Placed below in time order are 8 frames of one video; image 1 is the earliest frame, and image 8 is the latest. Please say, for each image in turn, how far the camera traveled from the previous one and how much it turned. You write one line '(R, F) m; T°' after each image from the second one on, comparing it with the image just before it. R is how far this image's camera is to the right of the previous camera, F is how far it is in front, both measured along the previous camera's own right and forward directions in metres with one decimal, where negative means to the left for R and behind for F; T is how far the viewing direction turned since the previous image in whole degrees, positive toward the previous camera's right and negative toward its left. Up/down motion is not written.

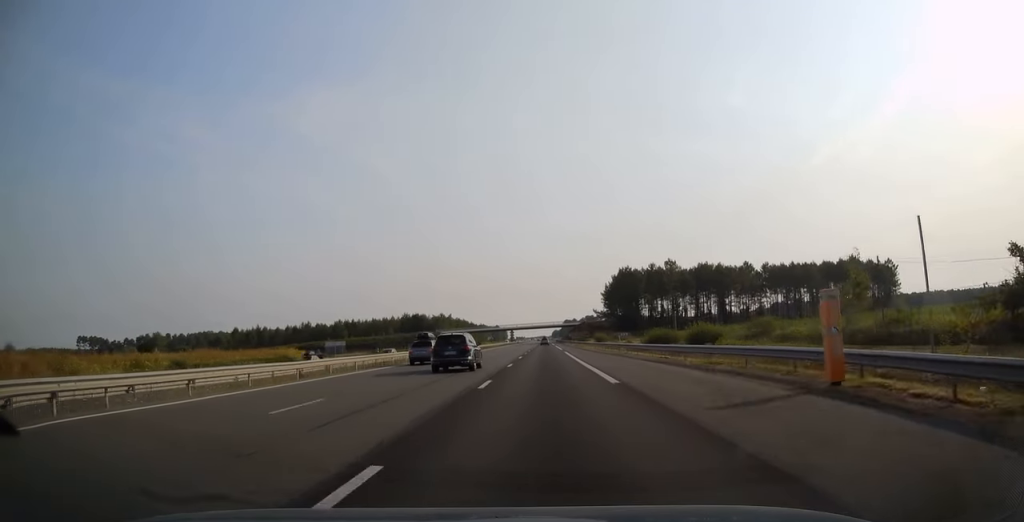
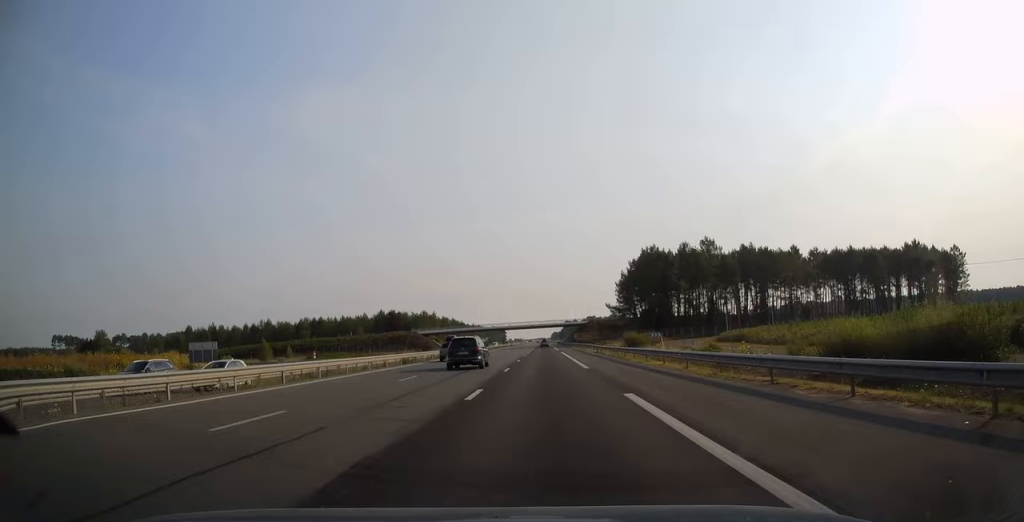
(0.0, +41.6) m; 0°
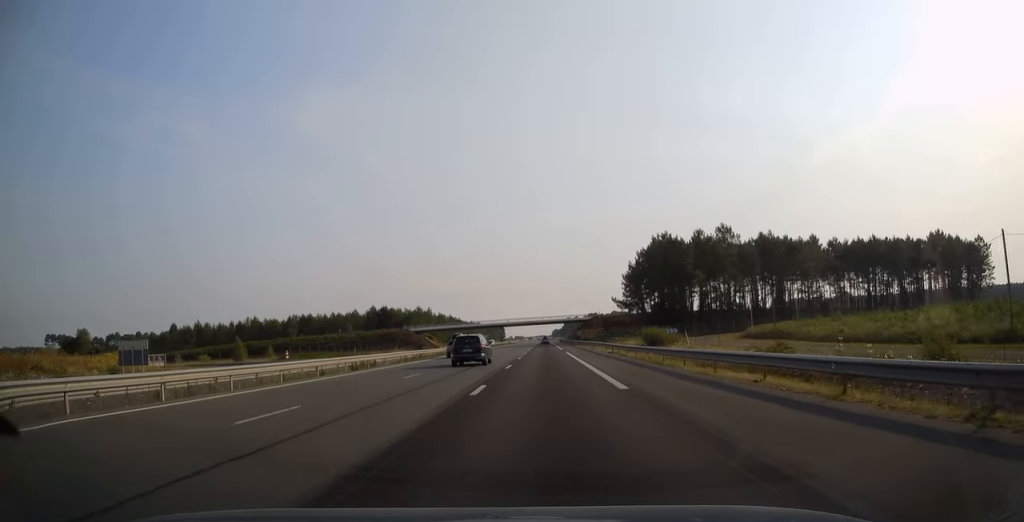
(0.0, +12.4) m; 0°
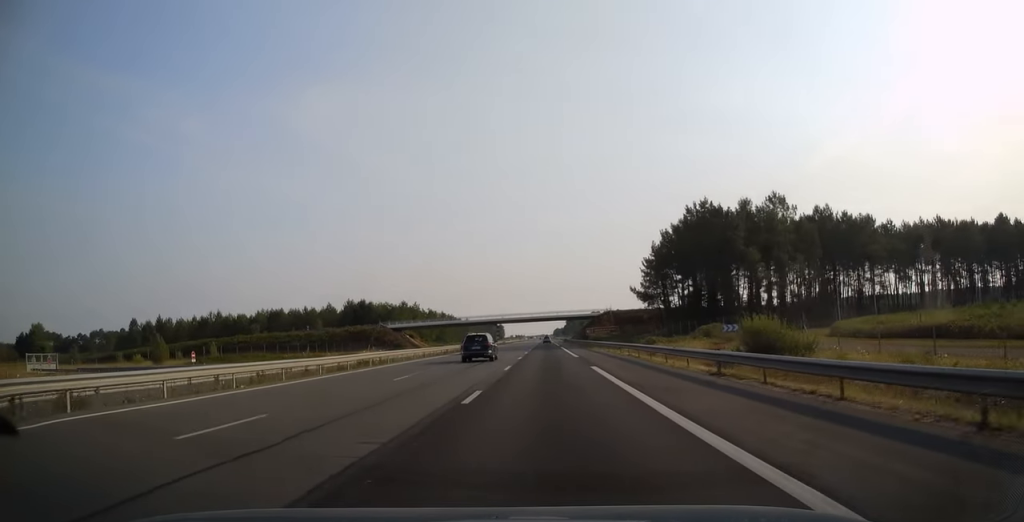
(0.0, +28.2) m; 0°
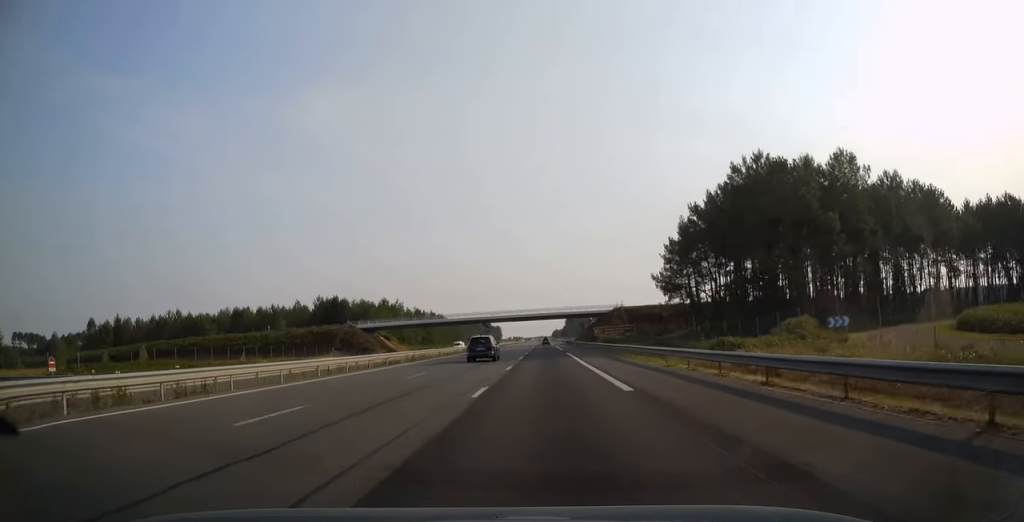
(0.0, +24.2) m; 0°
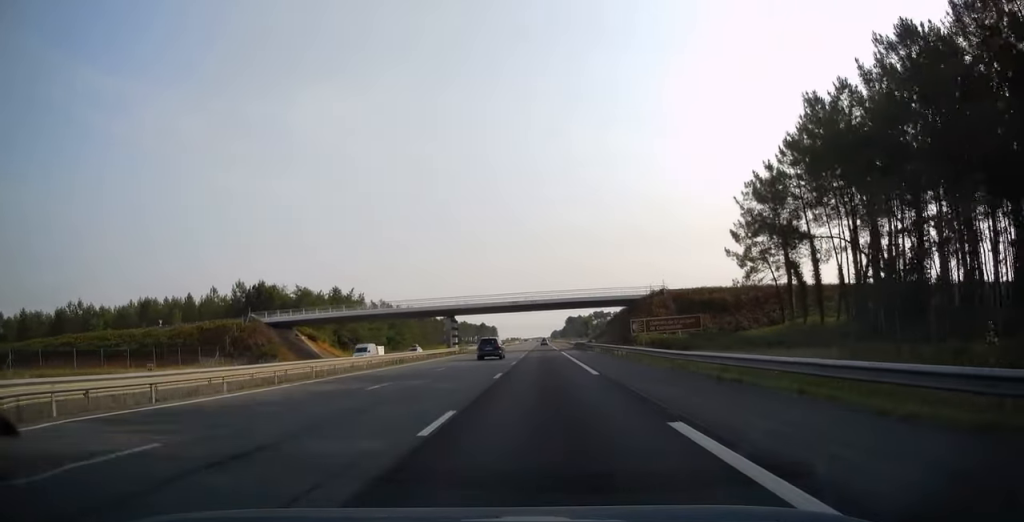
(0.0, +44.5) m; 0°
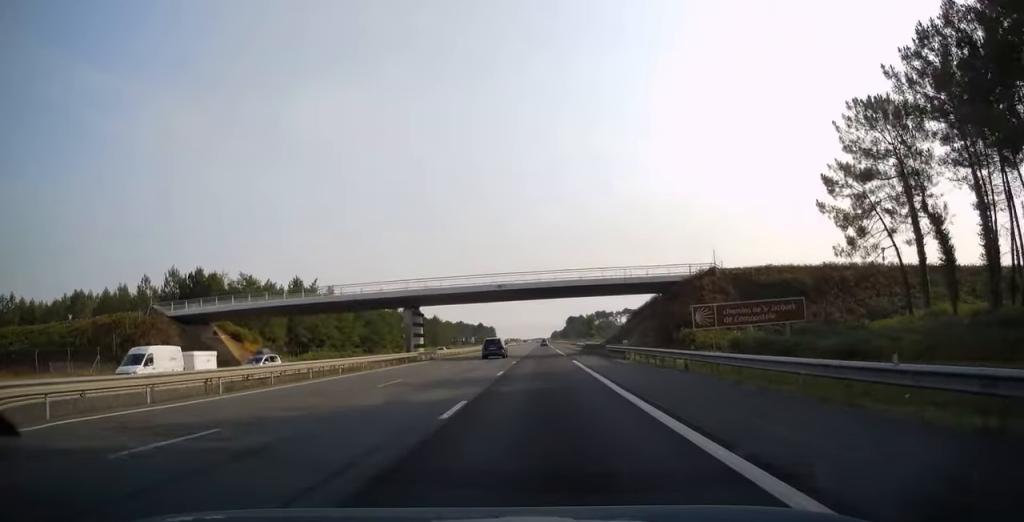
(+0.1, +24.2) m; 0°
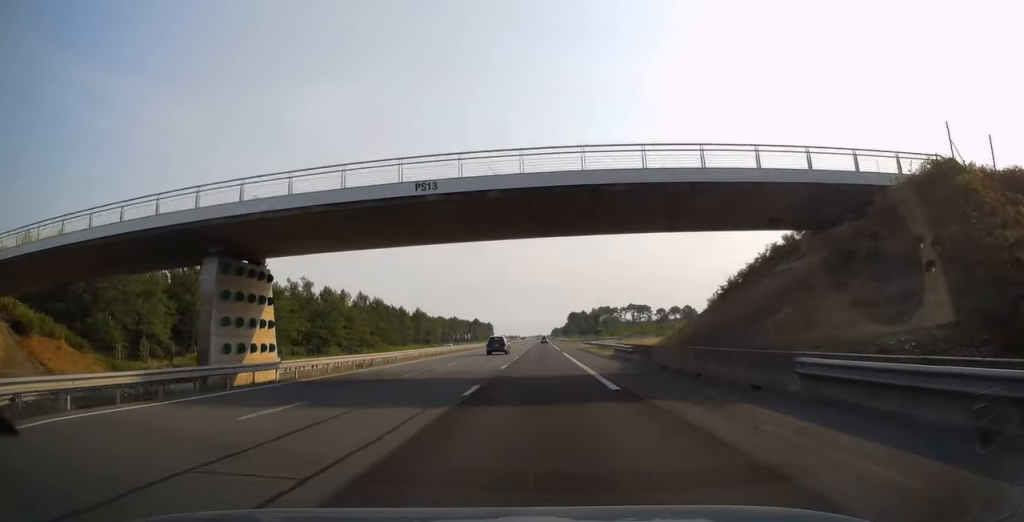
(+0.2, +35.1) m; 0°
